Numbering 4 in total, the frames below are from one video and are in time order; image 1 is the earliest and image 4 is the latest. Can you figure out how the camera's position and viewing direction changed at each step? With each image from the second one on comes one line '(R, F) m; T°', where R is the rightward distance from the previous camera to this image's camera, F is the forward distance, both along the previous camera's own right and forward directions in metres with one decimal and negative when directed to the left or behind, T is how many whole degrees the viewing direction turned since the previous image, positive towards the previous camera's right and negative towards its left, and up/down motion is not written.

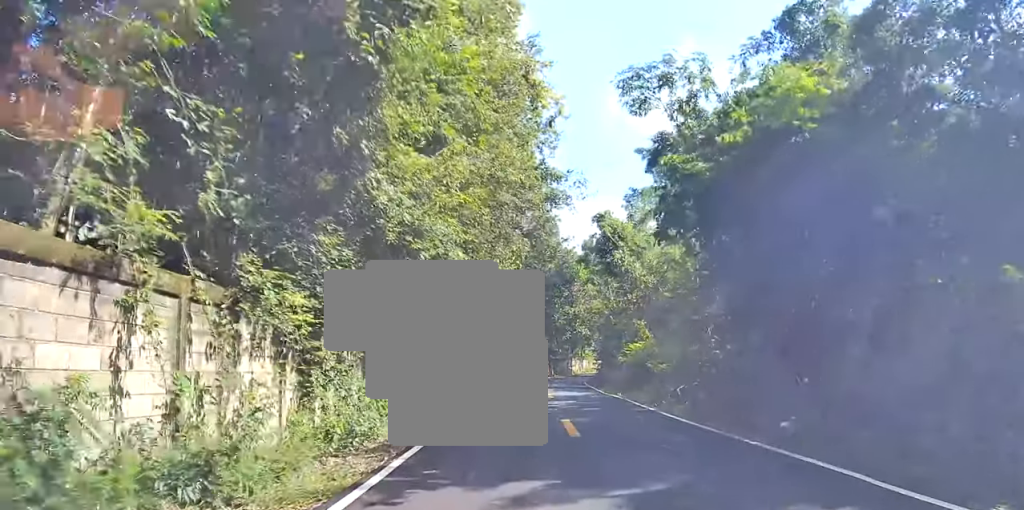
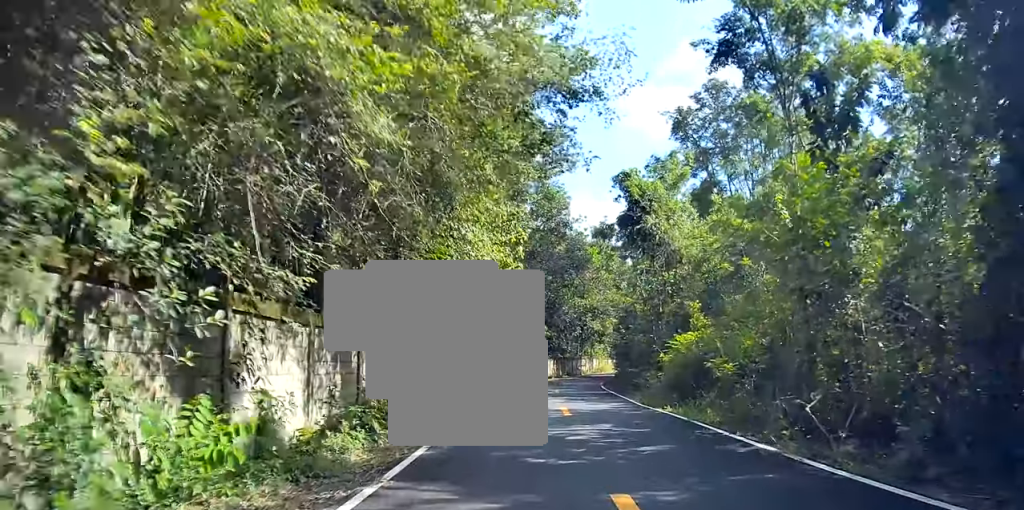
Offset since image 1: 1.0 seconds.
(+0.4, +7.3) m; -1°
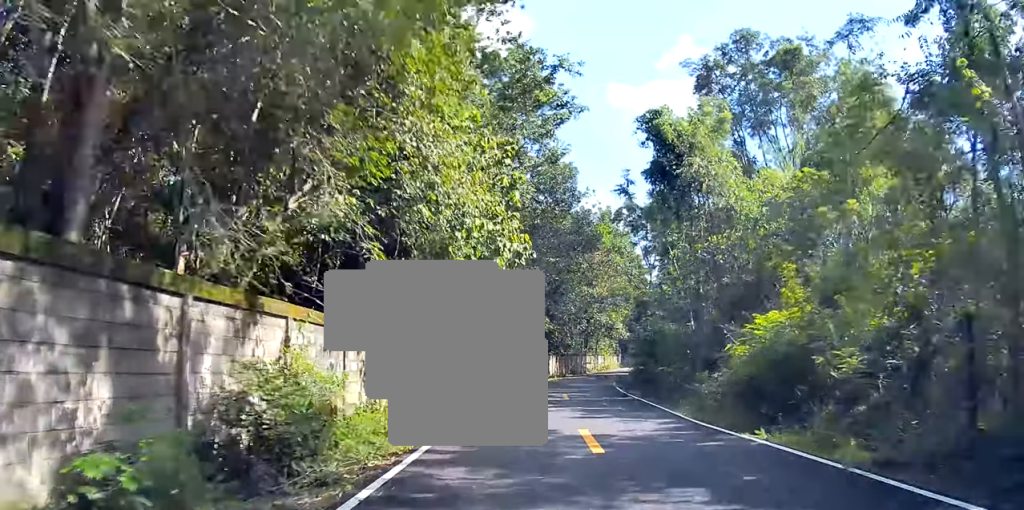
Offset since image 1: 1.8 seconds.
(-0.3, +6.0) m; -3°
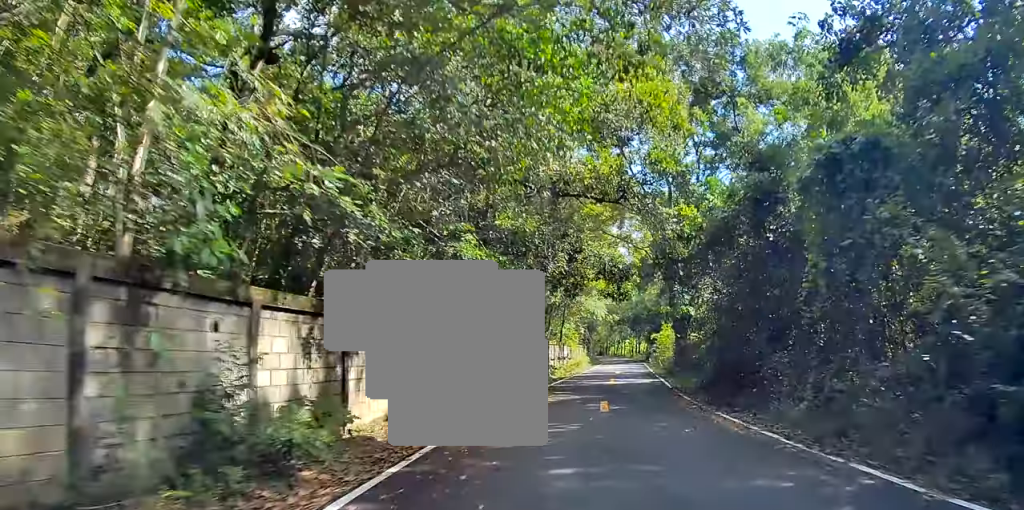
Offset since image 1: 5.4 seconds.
(-0.5, +30.5) m; -2°
